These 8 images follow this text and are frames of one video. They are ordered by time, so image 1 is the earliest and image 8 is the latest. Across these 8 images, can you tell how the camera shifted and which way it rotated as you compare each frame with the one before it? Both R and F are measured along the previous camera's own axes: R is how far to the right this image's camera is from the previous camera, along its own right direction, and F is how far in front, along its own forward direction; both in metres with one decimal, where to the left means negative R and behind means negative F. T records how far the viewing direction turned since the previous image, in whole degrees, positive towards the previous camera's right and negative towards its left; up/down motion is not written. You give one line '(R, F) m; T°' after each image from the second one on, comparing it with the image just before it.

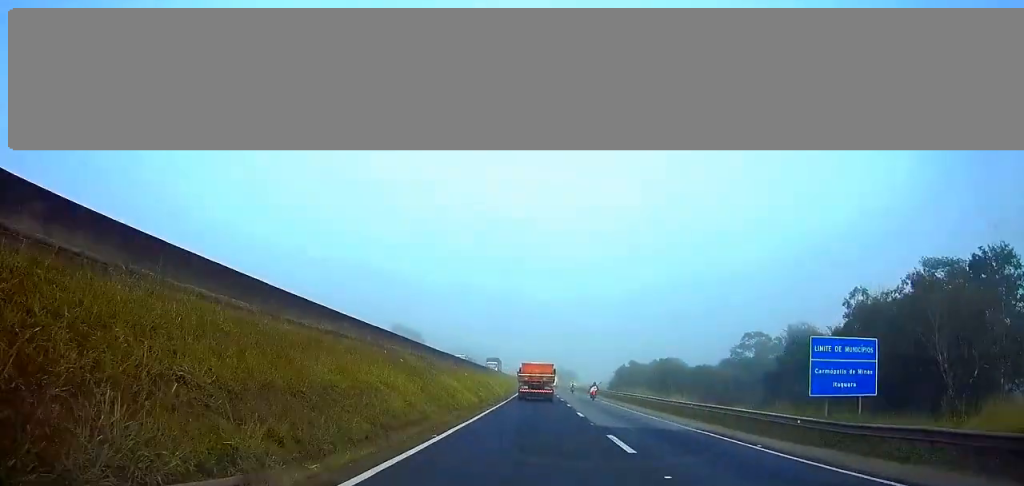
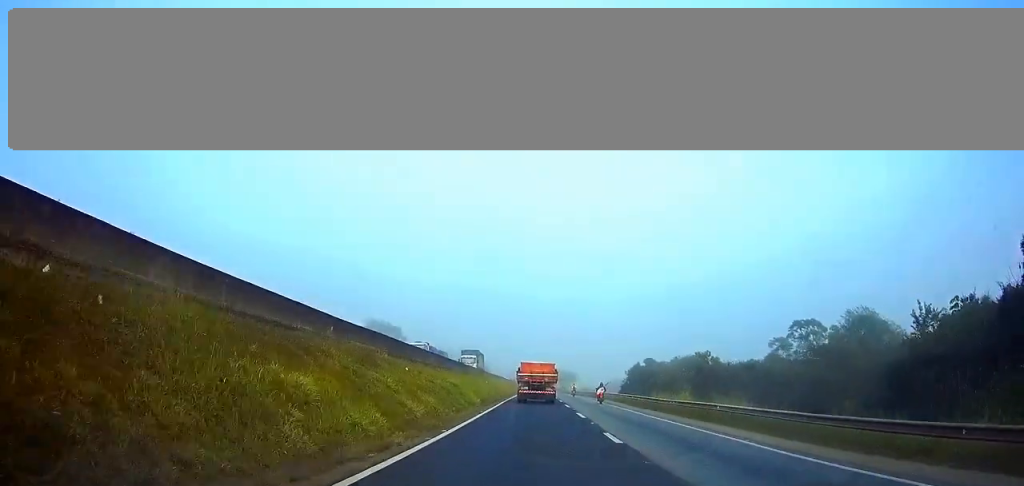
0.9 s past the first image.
(0.0, +25.4) m; 0°
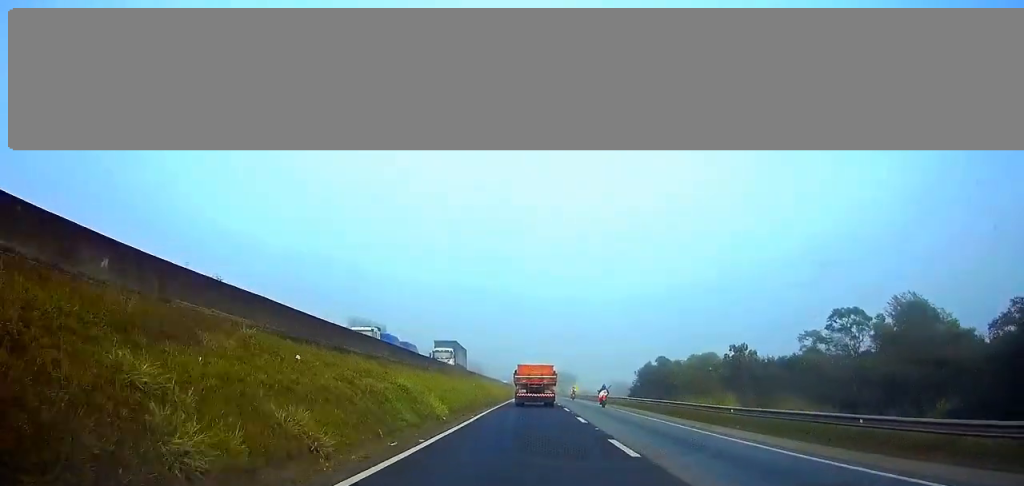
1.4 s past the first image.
(0.0, +14.9) m; 0°
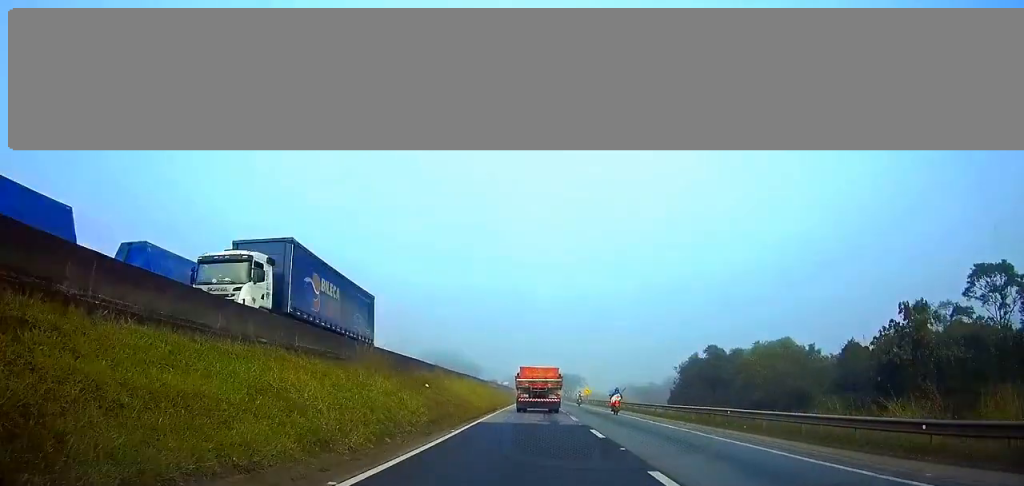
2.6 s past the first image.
(0.0, +31.2) m; 0°
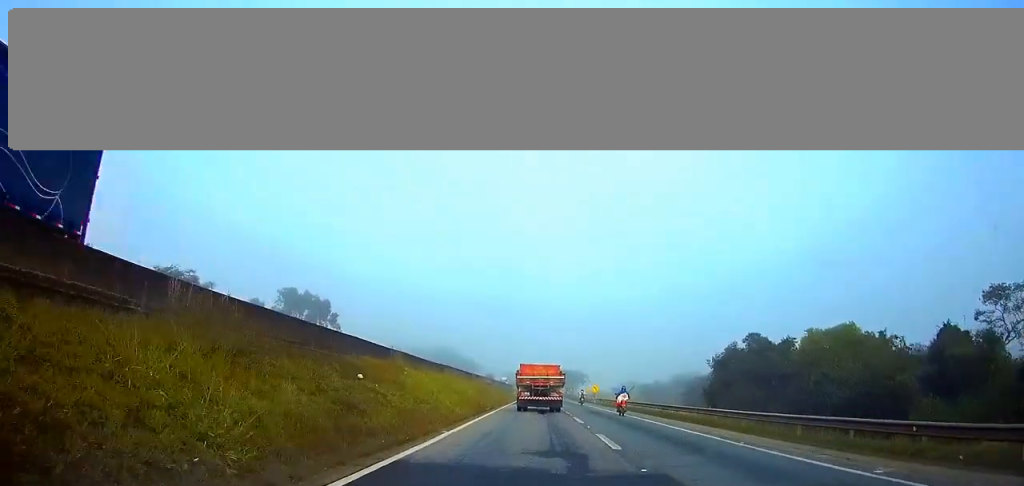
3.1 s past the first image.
(0.0, +15.4) m; 0°
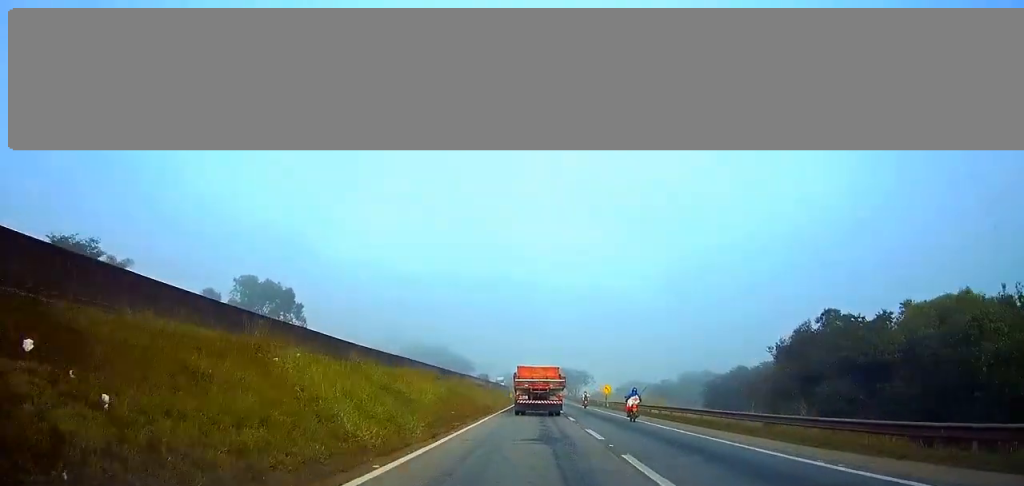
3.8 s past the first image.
(0.0, +18.0) m; 0°
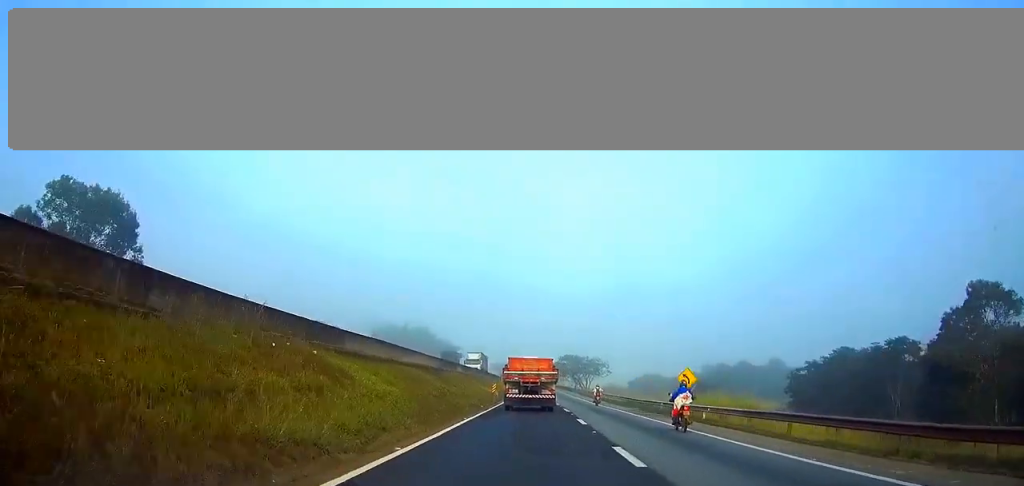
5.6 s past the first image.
(0.0, +46.9) m; 0°
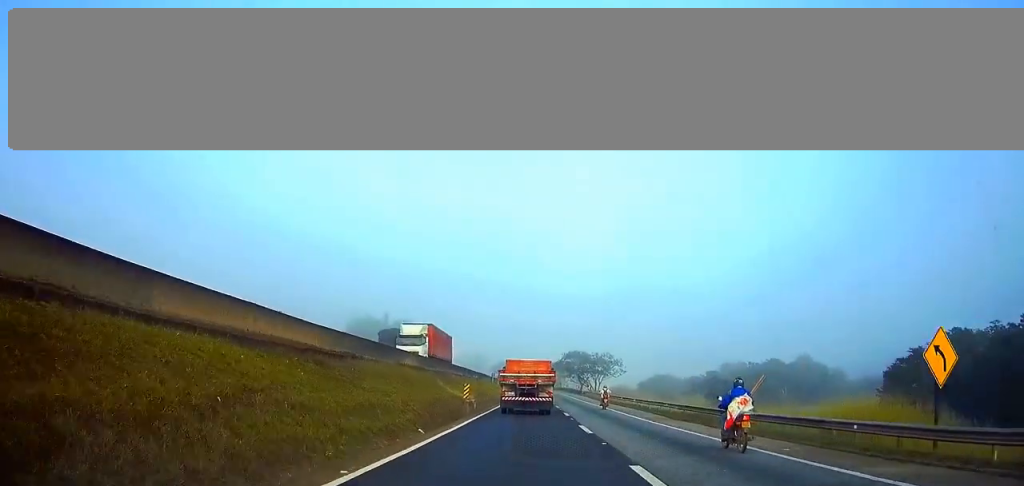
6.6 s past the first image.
(0.0, +27.9) m; 0°
